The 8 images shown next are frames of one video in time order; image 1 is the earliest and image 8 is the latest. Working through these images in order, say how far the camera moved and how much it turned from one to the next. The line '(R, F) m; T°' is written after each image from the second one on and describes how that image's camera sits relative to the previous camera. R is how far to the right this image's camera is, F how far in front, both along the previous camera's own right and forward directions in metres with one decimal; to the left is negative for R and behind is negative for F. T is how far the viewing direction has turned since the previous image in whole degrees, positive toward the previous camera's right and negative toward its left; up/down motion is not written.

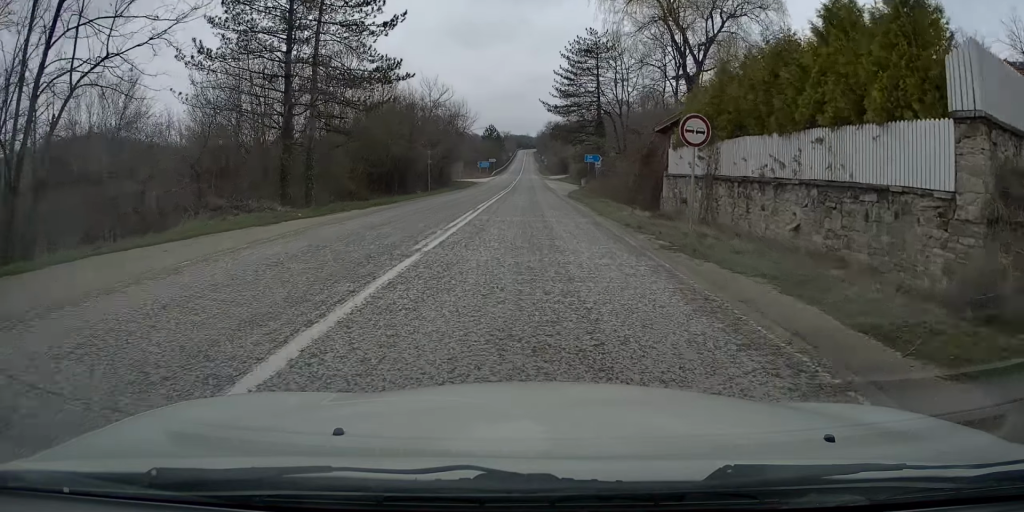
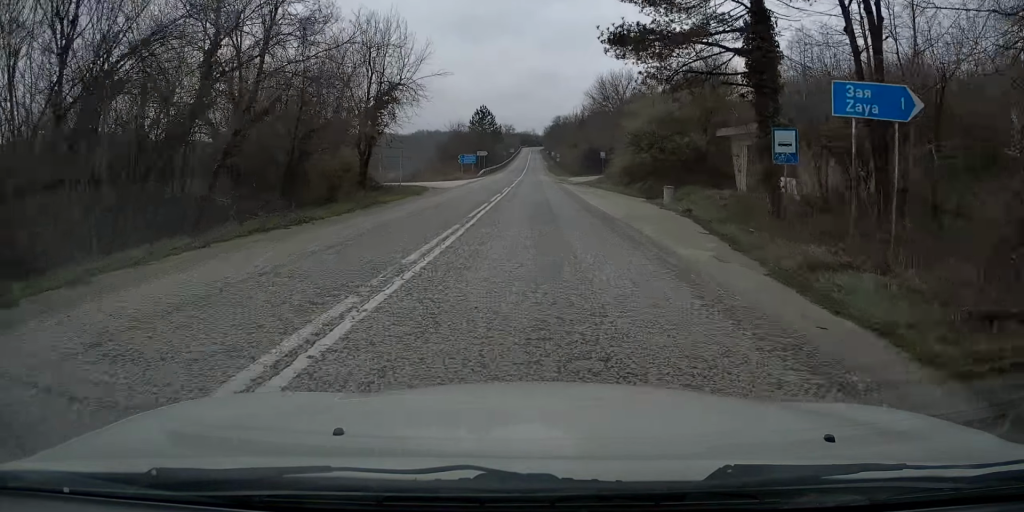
(0.0, +41.2) m; +1°
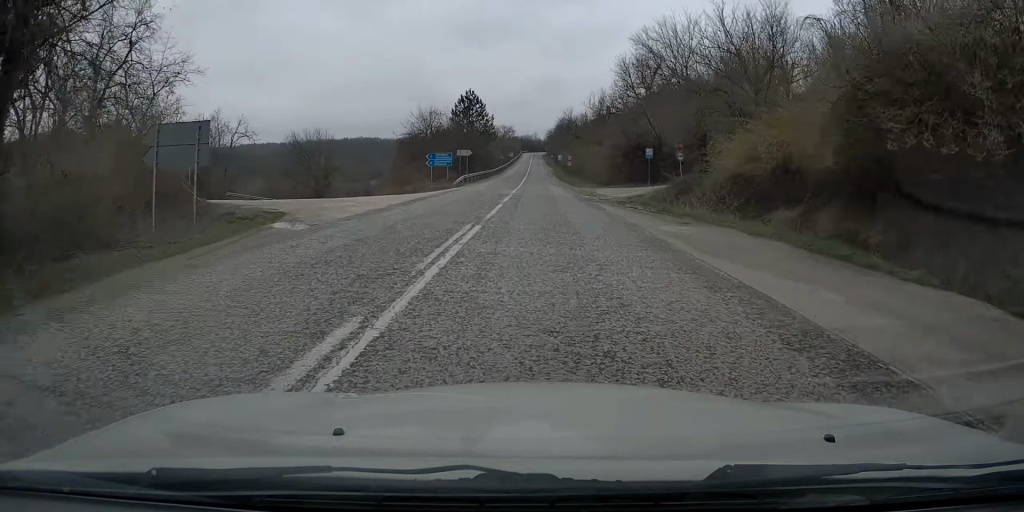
(+0.2, +27.0) m; -1°
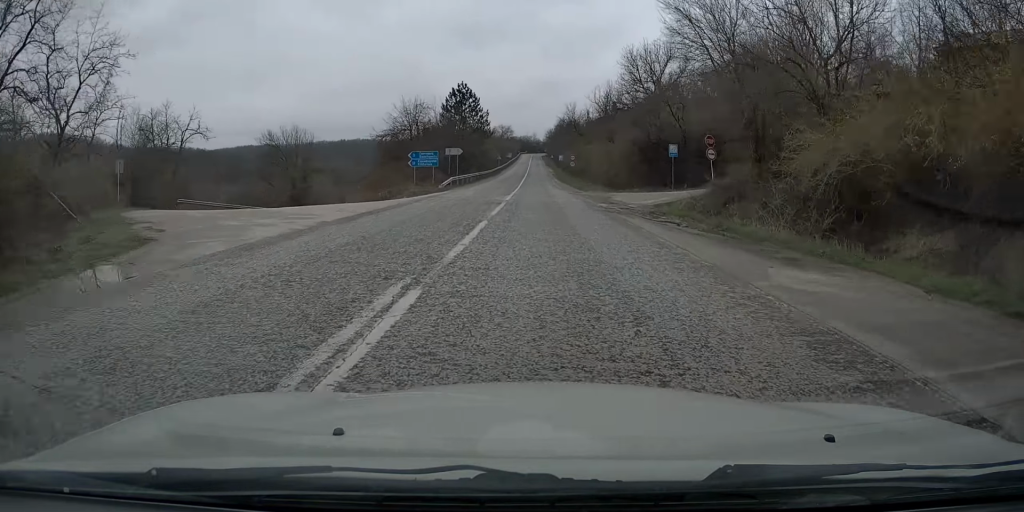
(-0.1, +7.8) m; -1°
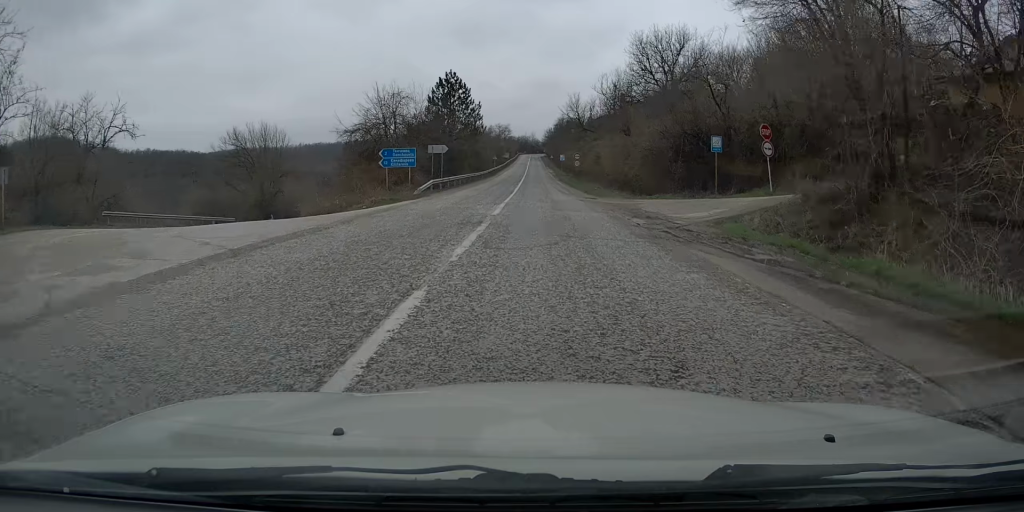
(0.0, +9.1) m; 0°
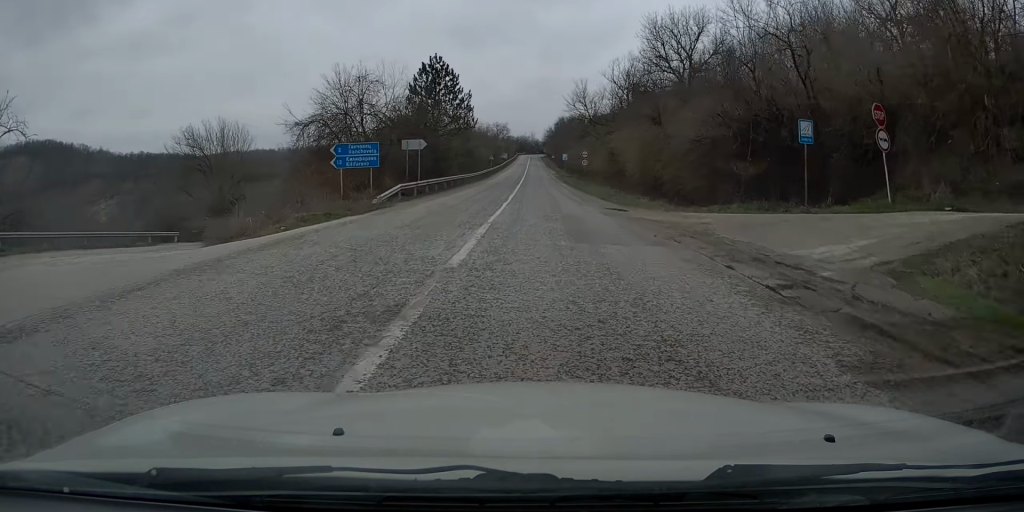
(0.0, +9.7) m; 0°
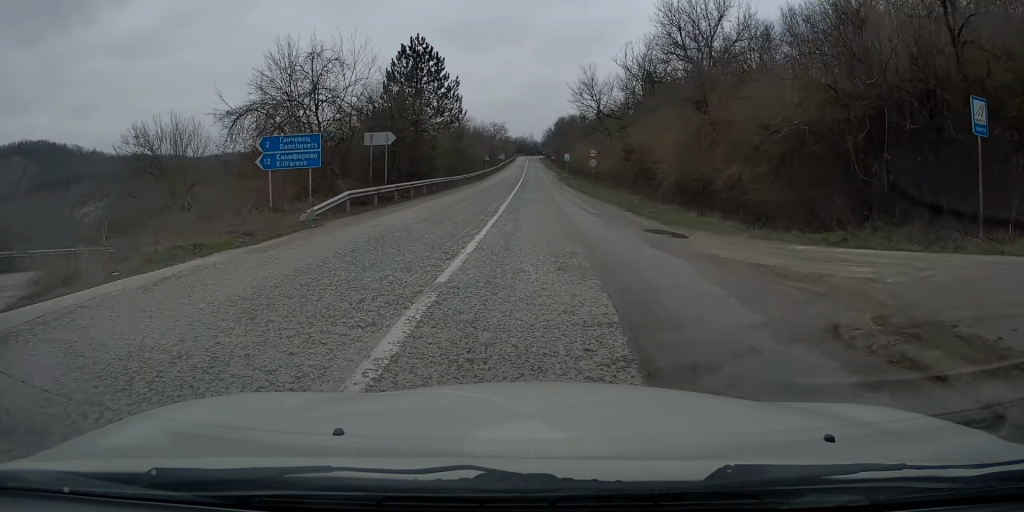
(0.0, +8.5) m; 0°
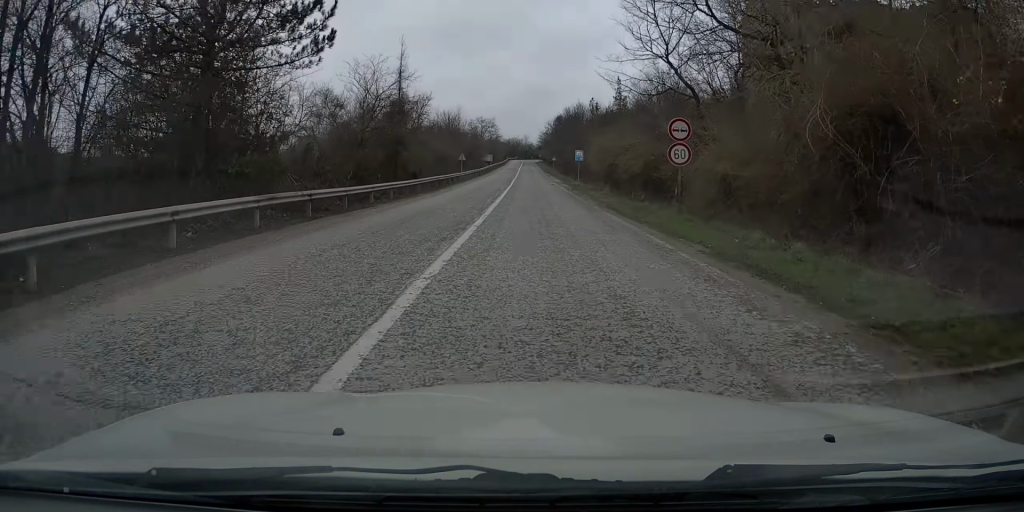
(0.0, +30.2) m; 0°
